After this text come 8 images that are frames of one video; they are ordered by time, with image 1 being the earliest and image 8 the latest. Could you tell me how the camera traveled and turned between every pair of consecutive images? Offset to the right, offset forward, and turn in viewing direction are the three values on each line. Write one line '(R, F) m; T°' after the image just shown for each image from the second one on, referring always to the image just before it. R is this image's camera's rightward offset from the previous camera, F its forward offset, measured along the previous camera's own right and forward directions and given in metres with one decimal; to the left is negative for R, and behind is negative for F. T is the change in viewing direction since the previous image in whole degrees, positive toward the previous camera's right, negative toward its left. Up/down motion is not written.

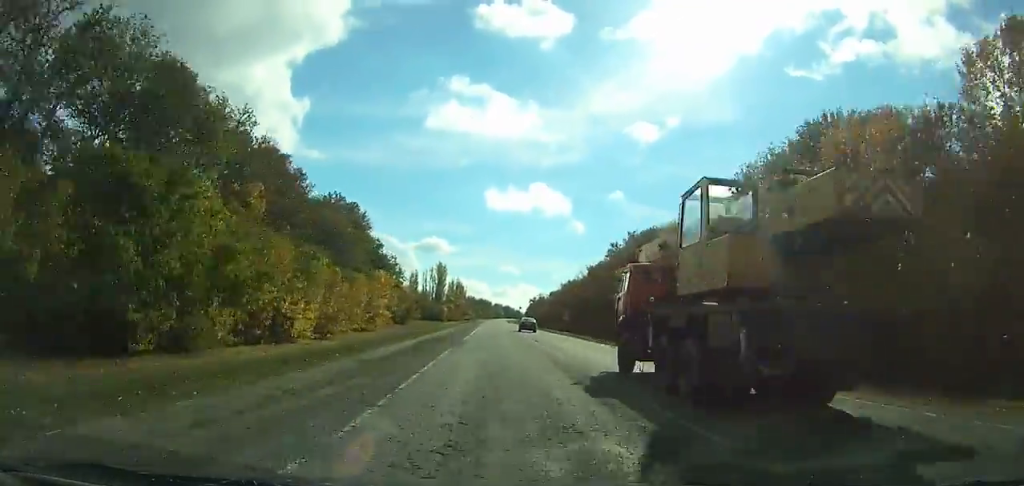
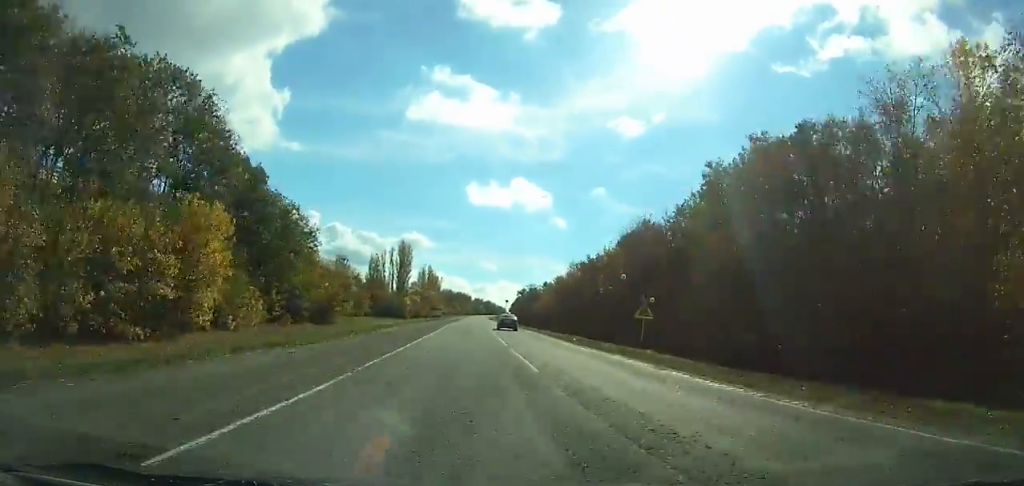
(-0.2, +48.6) m; 0°
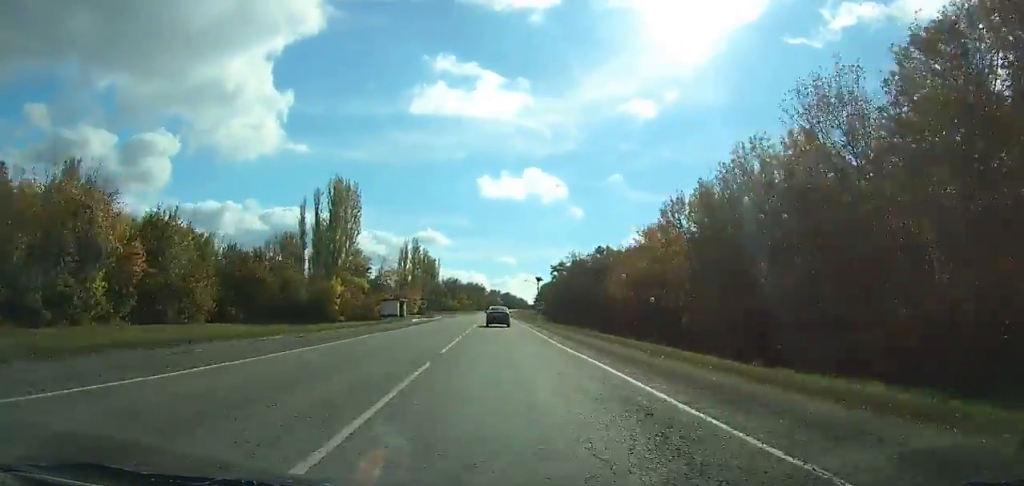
(-0.7, +77.9) m; 0°
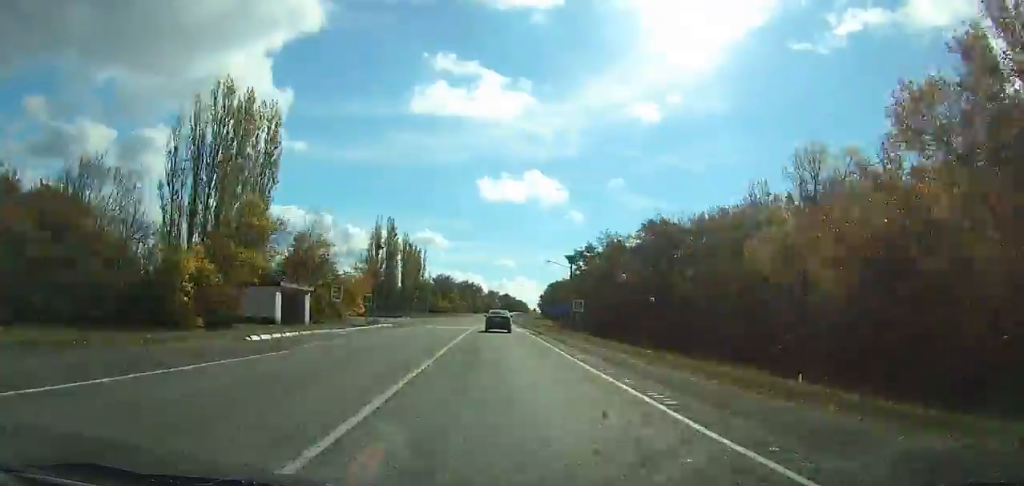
(+0.2, +38.5) m; 0°
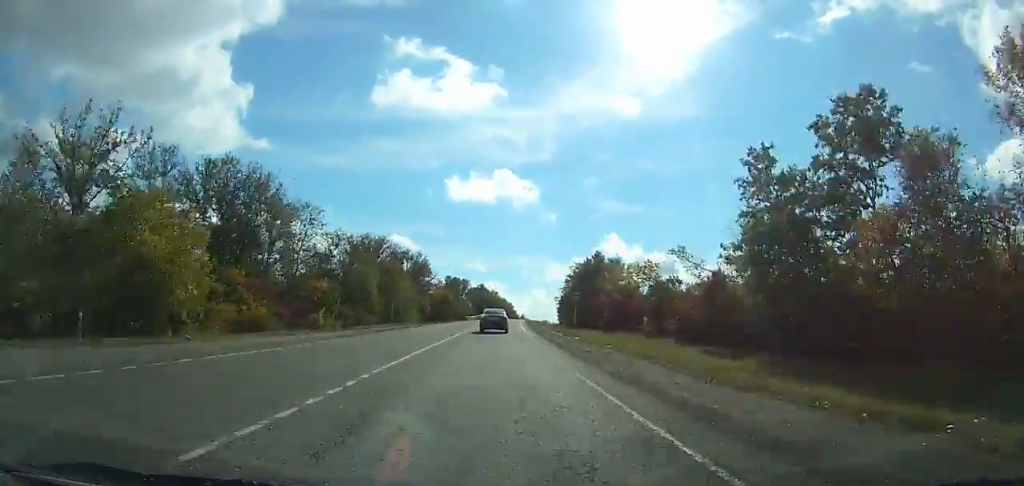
(+1.2, +179.3) m; +1°
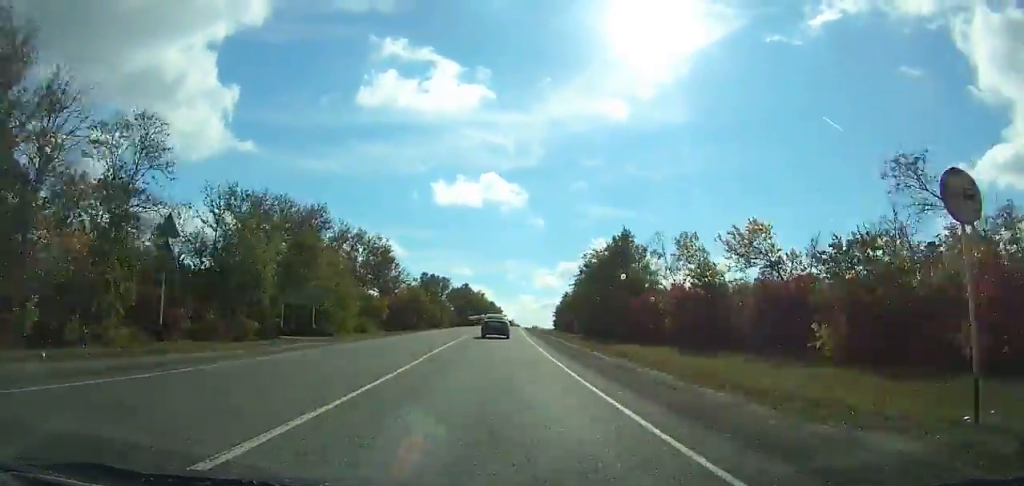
(+0.1, +35.2) m; +1°
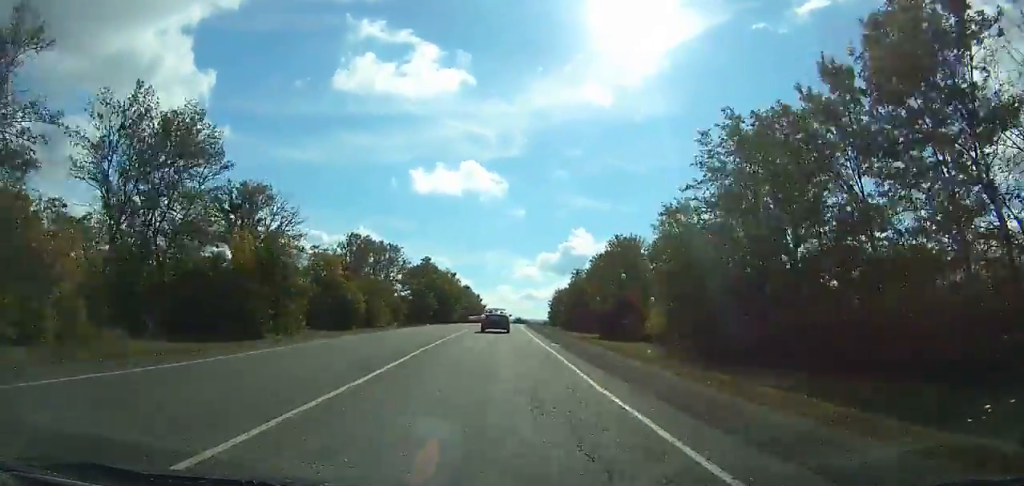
(-0.3, +61.3) m; +4°
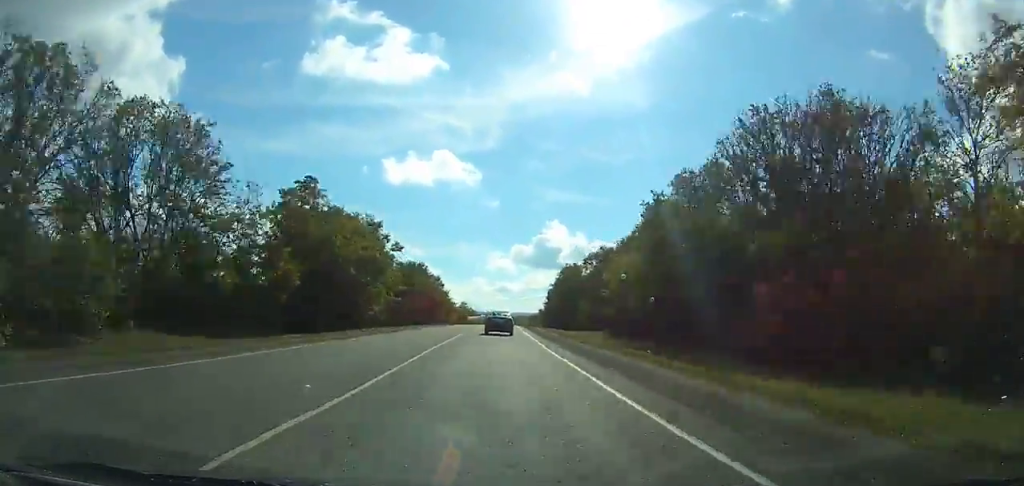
(+5.3, +80.8) m; +6°
